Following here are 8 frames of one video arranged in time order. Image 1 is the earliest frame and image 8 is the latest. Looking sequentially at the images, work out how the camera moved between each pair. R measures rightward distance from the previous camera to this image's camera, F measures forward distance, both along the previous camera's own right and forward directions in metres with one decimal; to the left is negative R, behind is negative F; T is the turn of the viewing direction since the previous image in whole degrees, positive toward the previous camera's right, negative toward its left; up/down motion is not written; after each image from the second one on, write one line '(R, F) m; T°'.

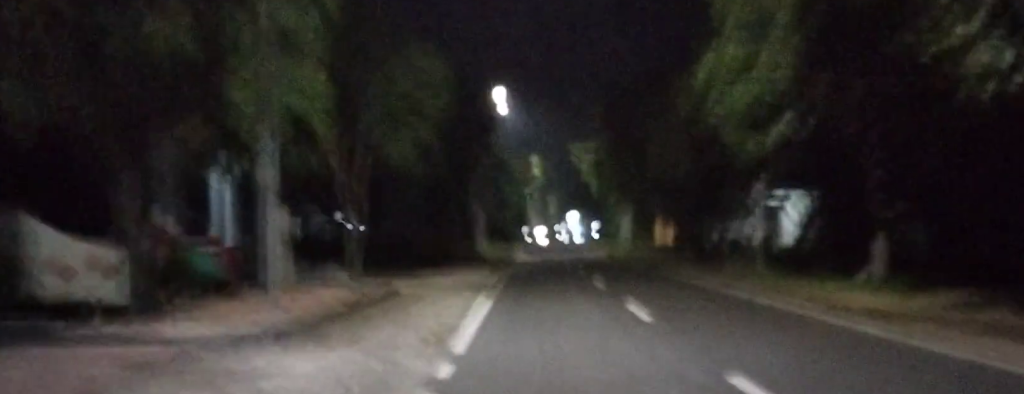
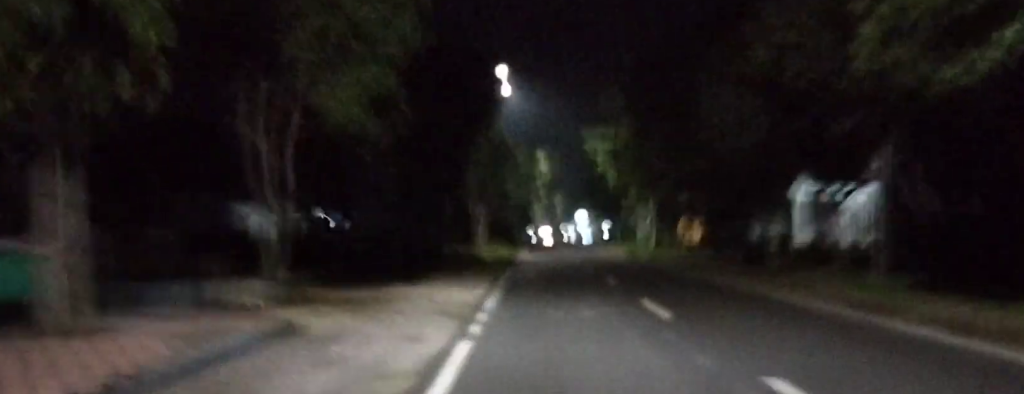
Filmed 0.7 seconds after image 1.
(-0.3, +7.8) m; -2°
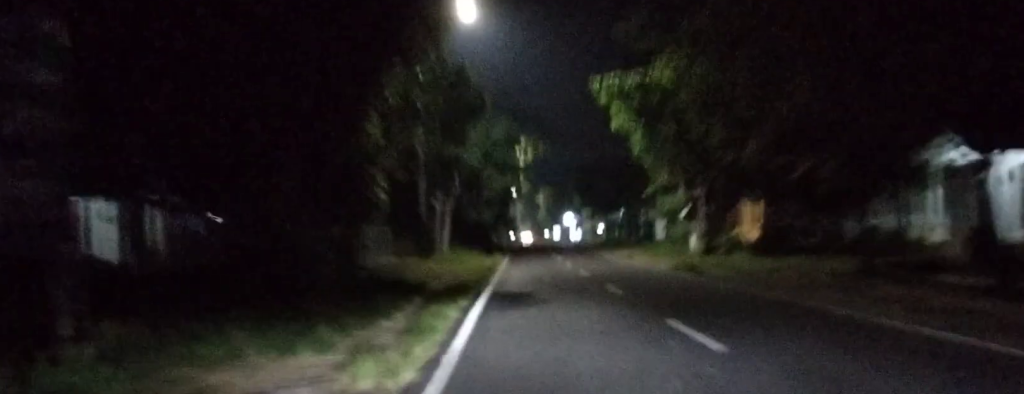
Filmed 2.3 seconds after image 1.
(+0.1, +18.0) m; +2°
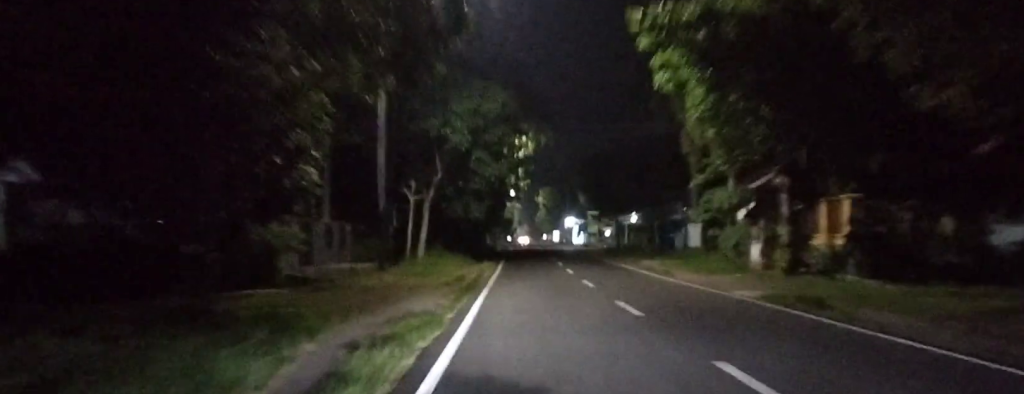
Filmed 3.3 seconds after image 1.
(+0.4, +11.0) m; +1°
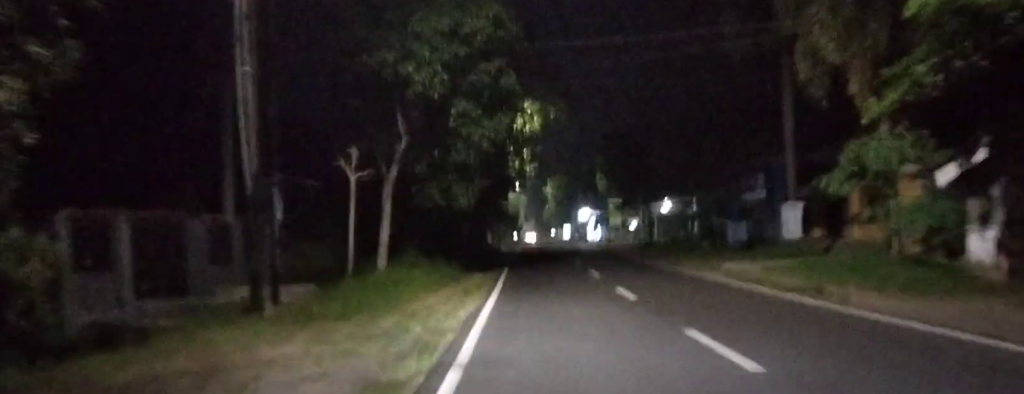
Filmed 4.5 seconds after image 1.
(-0.2, +13.5) m; -1°
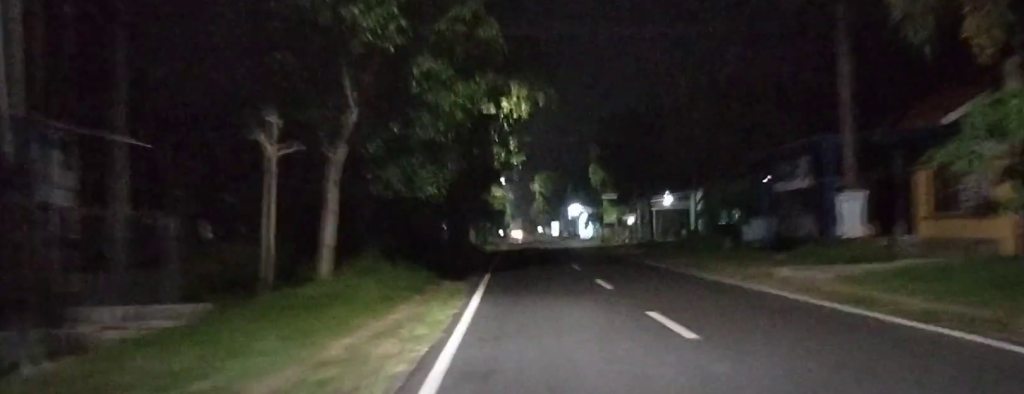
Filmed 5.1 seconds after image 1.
(0.0, +6.2) m; 0°
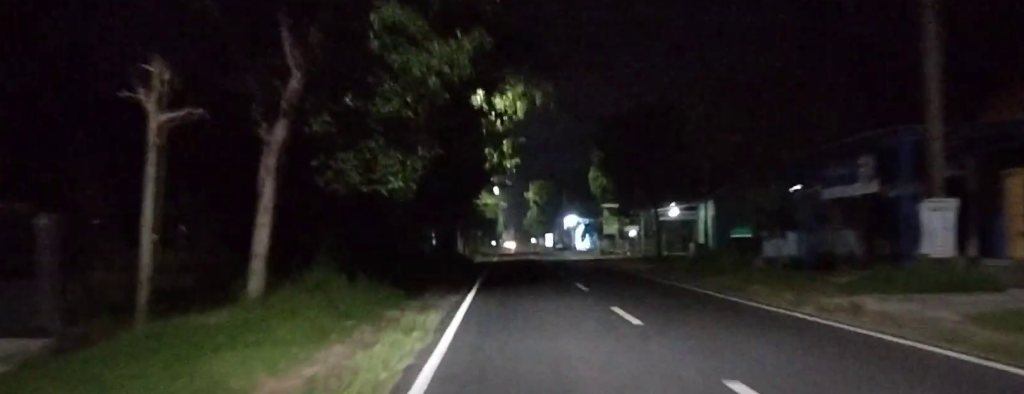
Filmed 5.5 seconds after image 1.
(0.0, +5.1) m; 0°
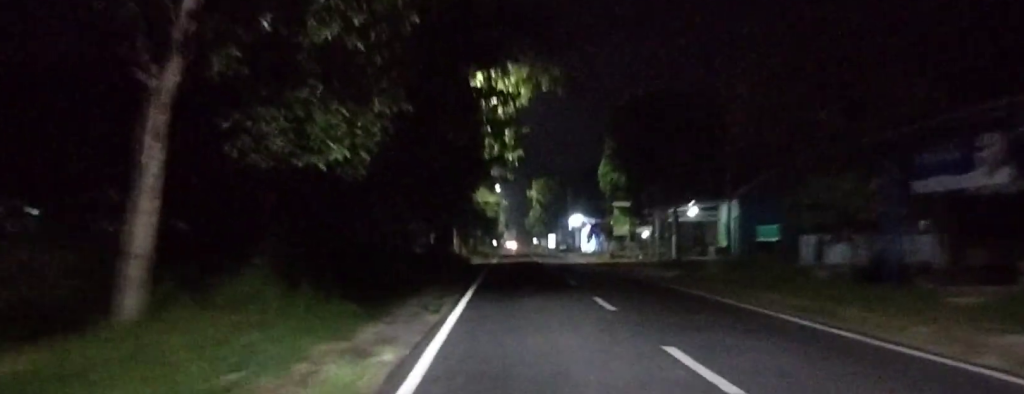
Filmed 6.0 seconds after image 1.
(0.0, +5.9) m; 0°
